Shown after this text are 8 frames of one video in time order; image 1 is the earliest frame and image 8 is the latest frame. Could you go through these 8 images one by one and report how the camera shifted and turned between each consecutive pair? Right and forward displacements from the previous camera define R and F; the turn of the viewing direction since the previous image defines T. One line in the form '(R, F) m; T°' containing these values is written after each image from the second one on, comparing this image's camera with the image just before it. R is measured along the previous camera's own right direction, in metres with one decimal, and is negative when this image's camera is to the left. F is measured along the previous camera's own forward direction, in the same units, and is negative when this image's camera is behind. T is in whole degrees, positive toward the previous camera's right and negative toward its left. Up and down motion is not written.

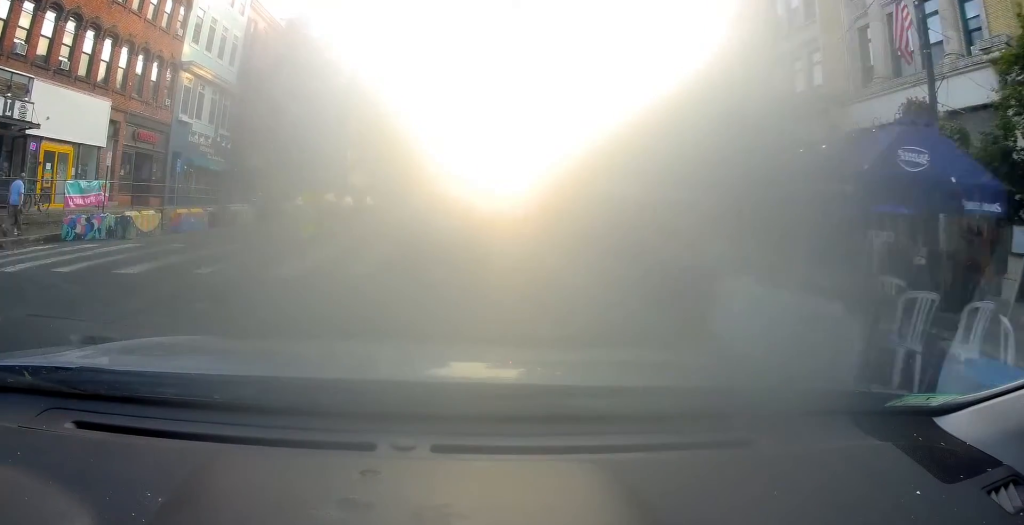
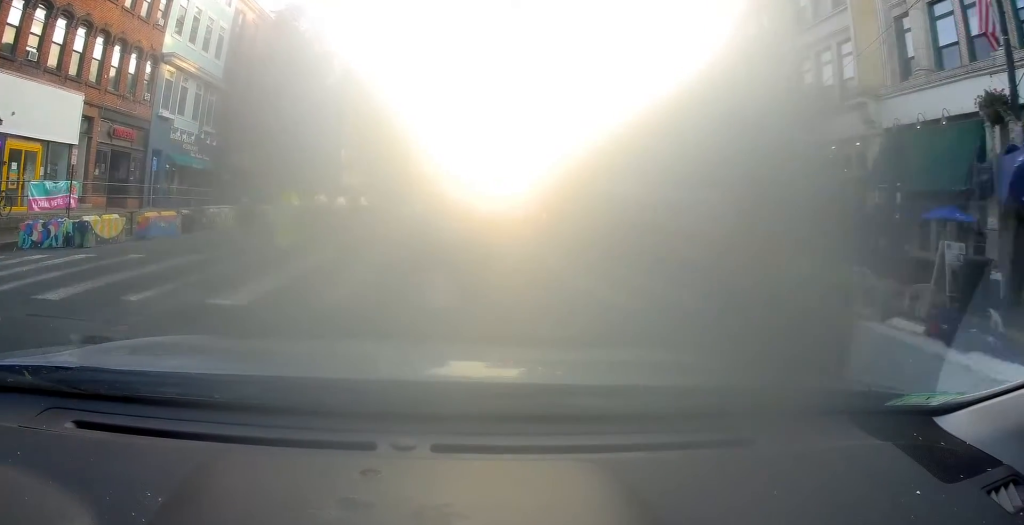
(-0.1, +2.3) m; +1°
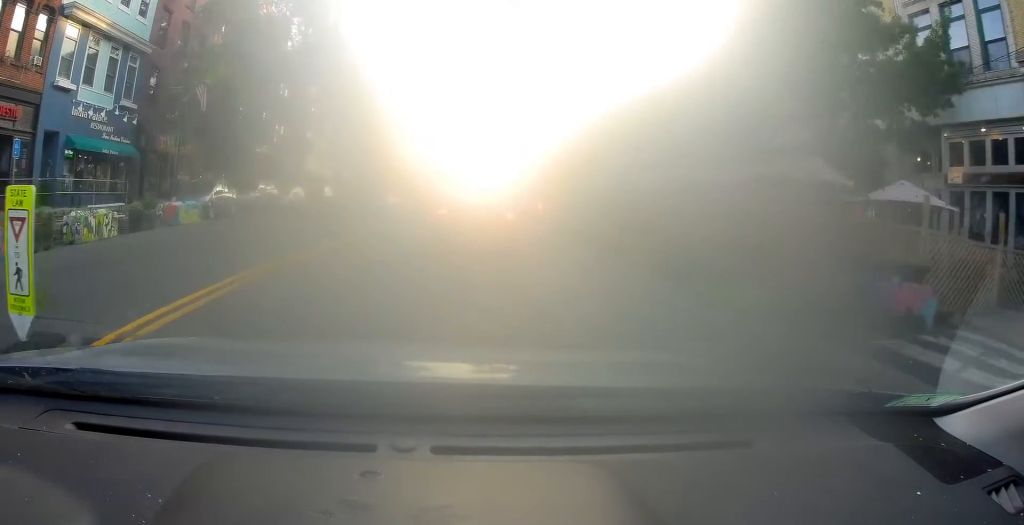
(+0.3, +7.1) m; +8°
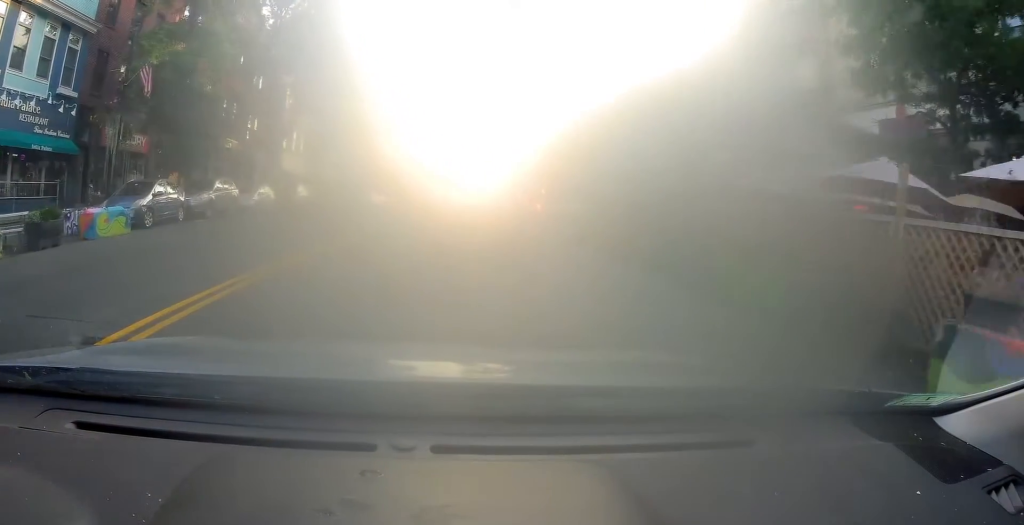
(+0.2, +3.9) m; +3°
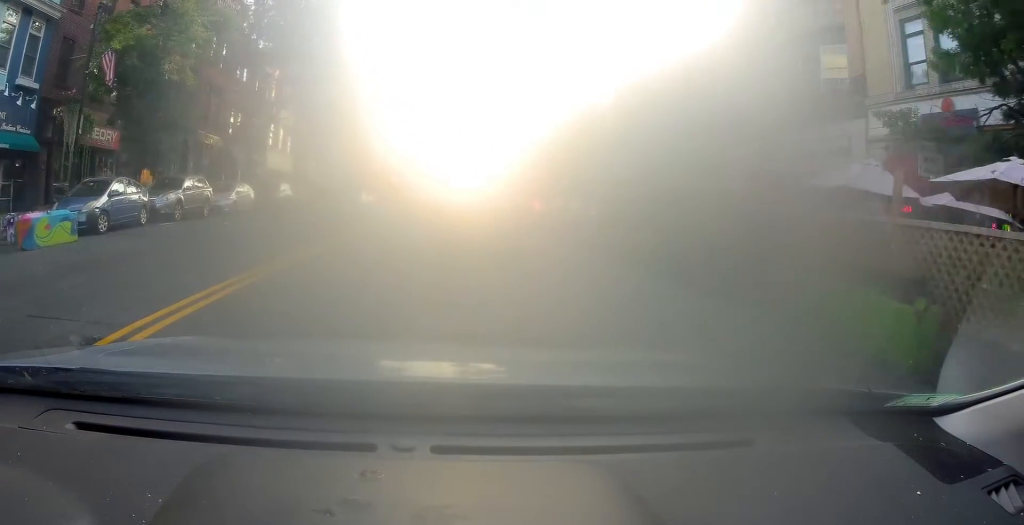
(+0.1, +2.1) m; 0°
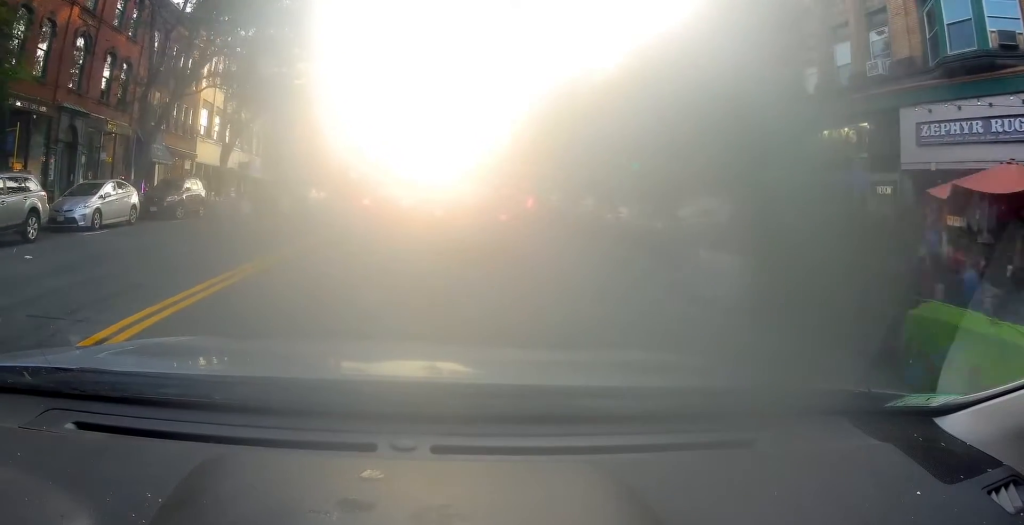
(0.0, +8.5) m; +2°
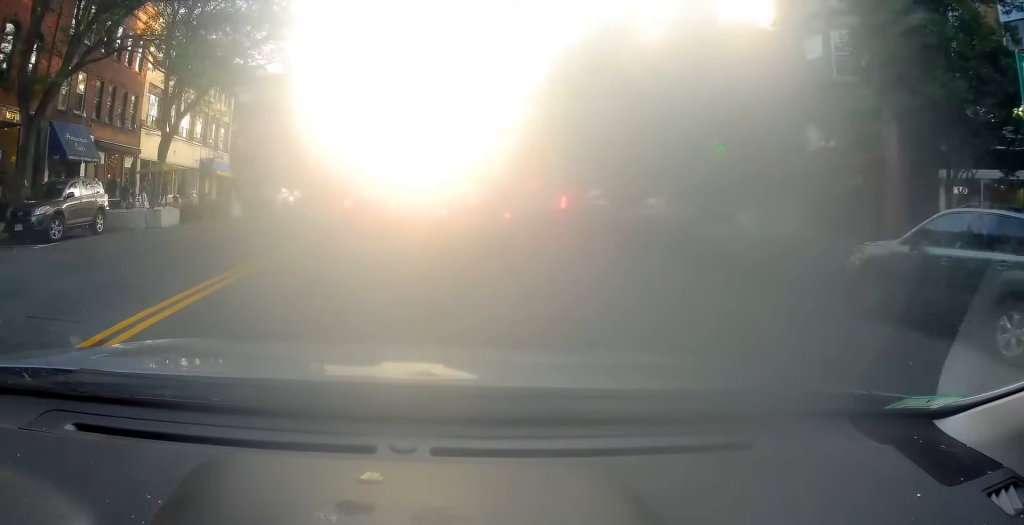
(-0.2, +6.7) m; -2°
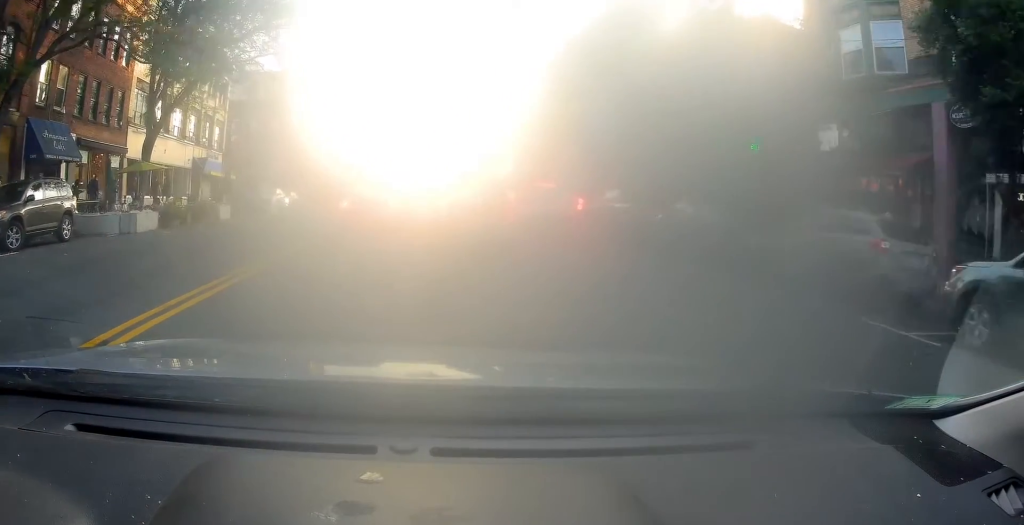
(-0.1, +1.6) m; +1°
